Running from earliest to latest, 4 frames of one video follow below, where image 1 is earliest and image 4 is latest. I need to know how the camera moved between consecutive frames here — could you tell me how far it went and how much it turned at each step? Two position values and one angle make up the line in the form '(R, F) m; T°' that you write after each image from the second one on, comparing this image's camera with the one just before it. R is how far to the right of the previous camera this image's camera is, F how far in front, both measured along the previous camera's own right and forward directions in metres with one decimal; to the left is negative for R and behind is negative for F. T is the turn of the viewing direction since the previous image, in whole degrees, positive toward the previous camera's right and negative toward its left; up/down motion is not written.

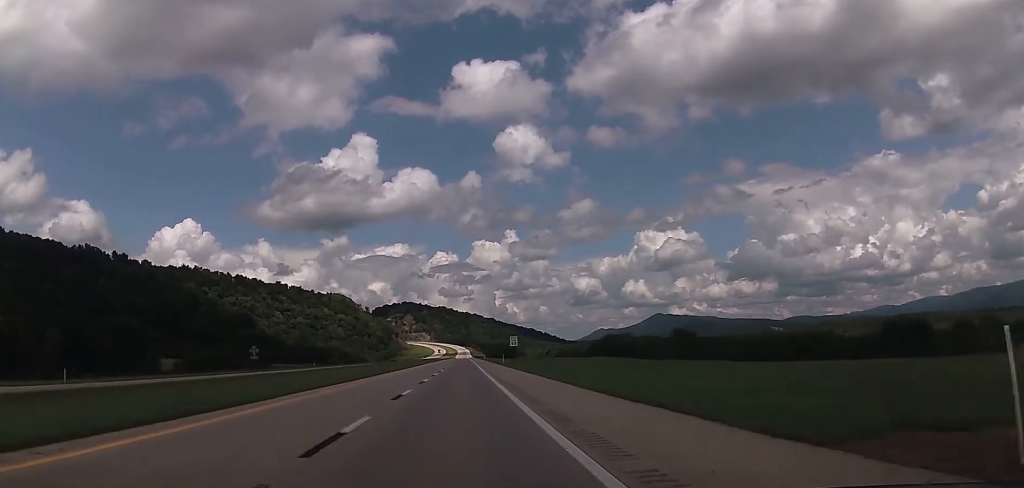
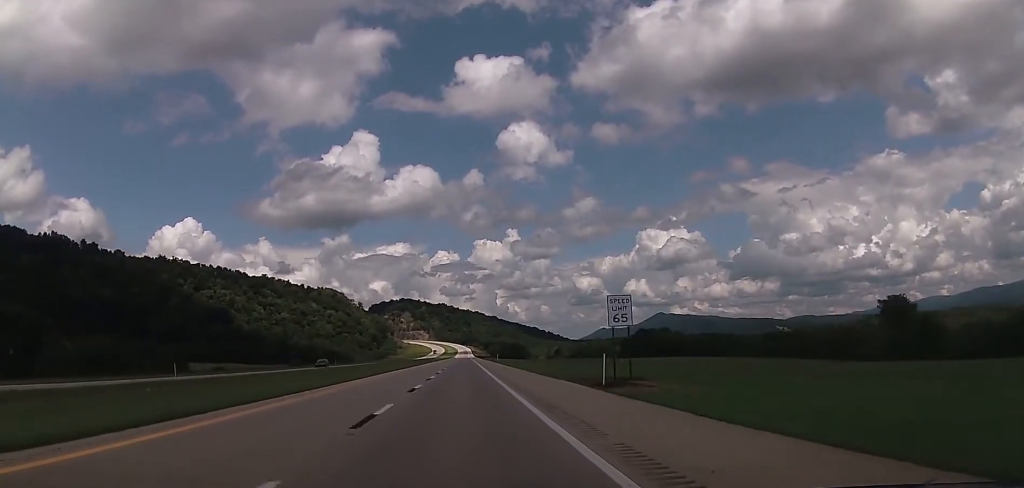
(0.0, +69.7) m; 0°
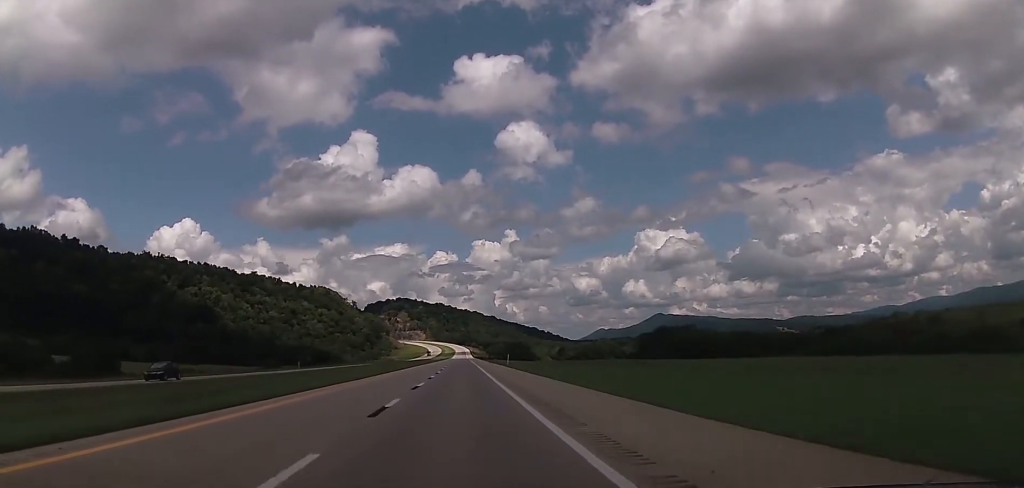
(0.0, +34.3) m; 0°
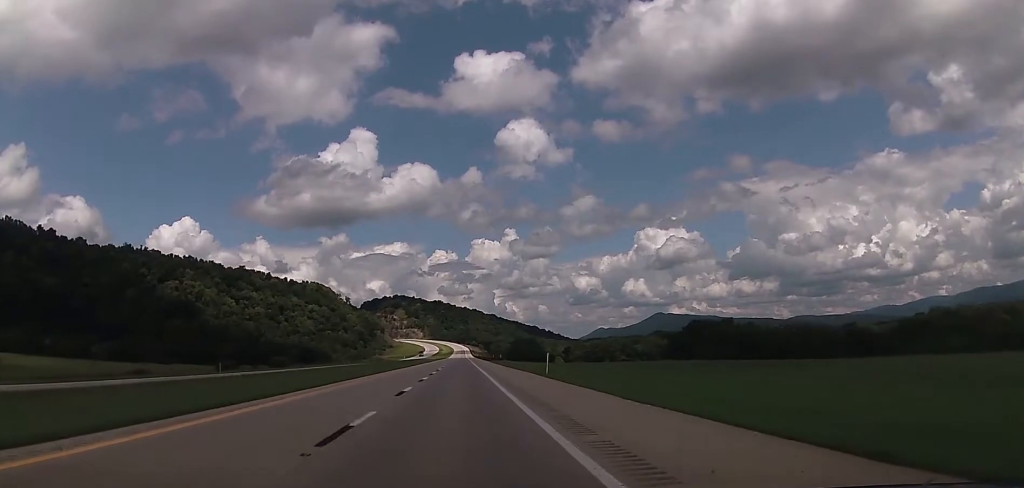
(0.0, +42.0) m; 0°
